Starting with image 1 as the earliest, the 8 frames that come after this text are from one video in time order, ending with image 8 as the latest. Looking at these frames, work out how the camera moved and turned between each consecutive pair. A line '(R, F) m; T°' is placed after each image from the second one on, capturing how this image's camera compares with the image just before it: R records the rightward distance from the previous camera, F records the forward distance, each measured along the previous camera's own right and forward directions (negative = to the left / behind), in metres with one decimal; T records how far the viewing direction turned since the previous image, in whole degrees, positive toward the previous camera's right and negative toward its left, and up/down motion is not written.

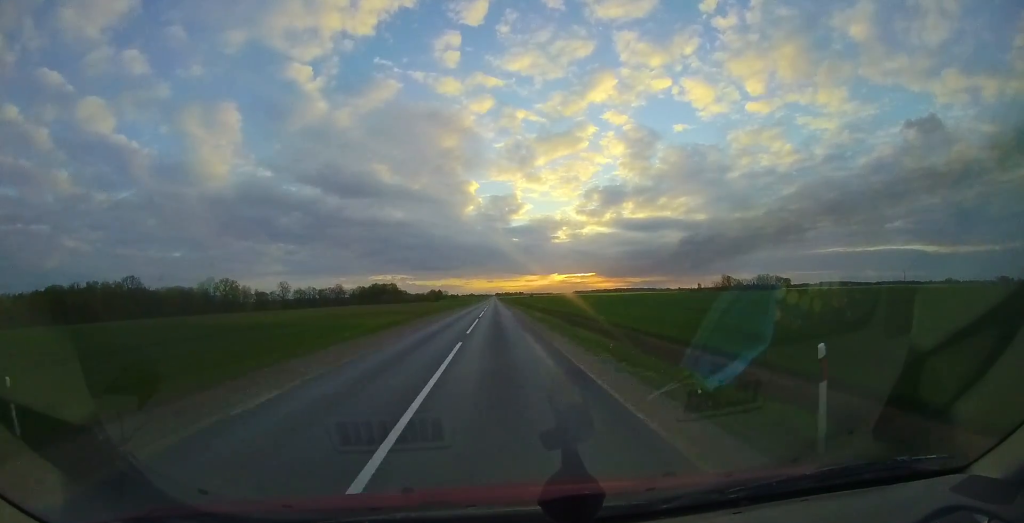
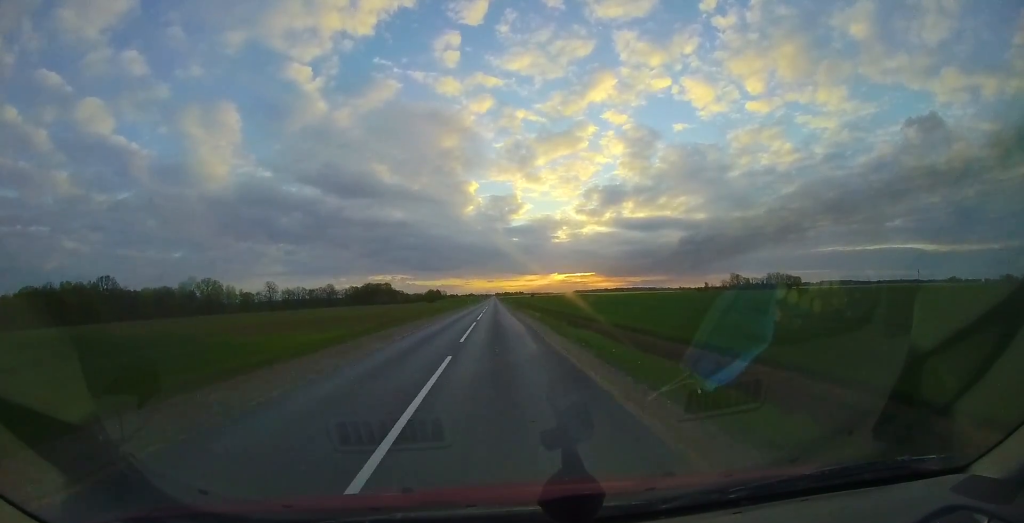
(+0.1, +14.9) m; 0°
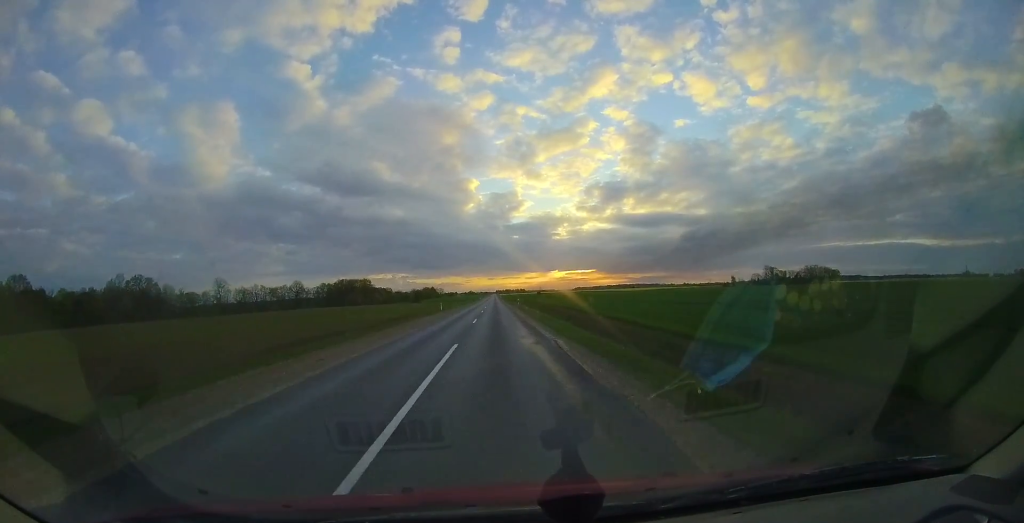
(-0.2, +45.6) m; -1°
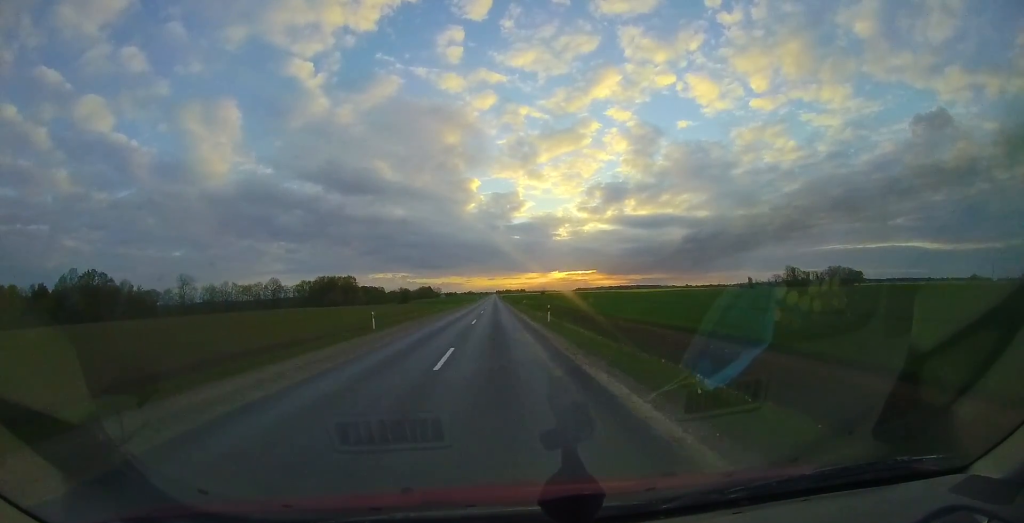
(-0.1, +24.8) m; -1°
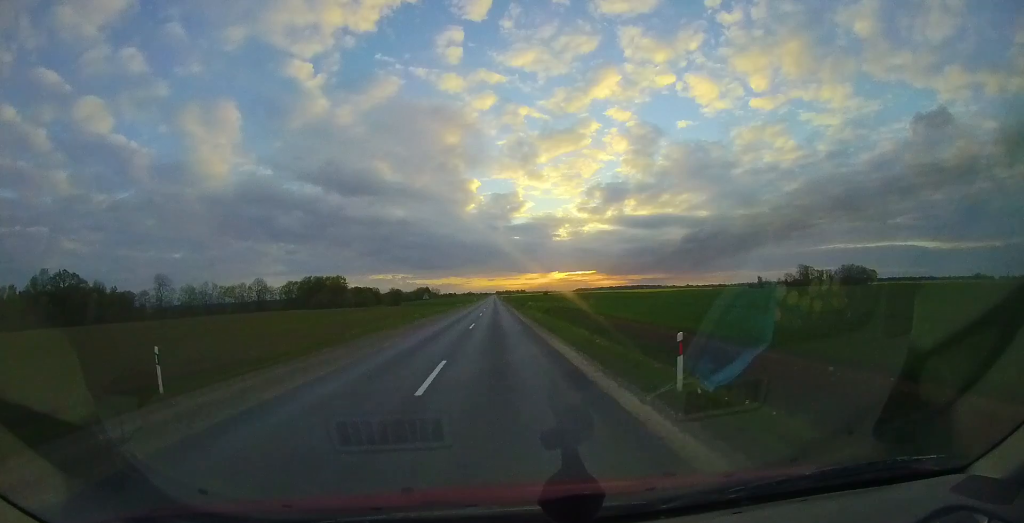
(0.0, +13.7) m; 0°
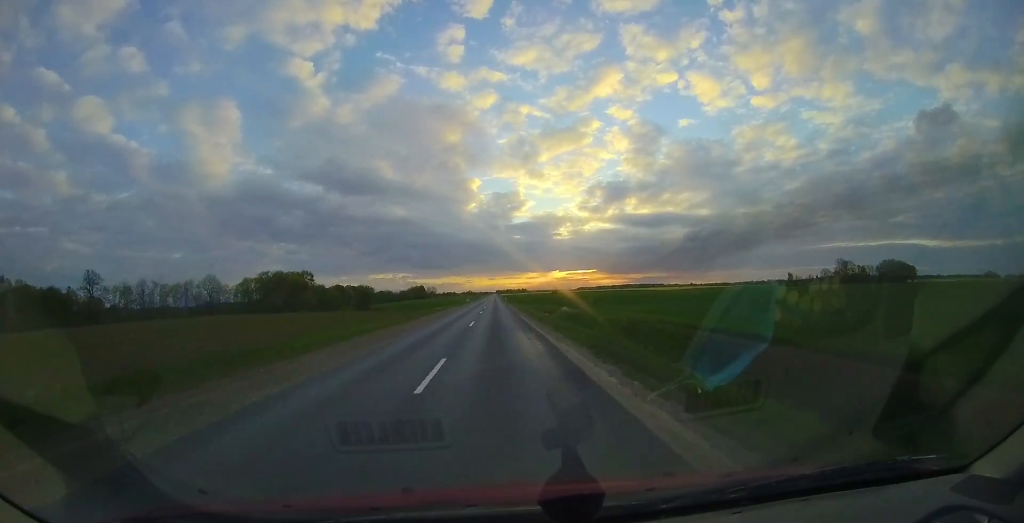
(0.0, +36.8) m; 0°
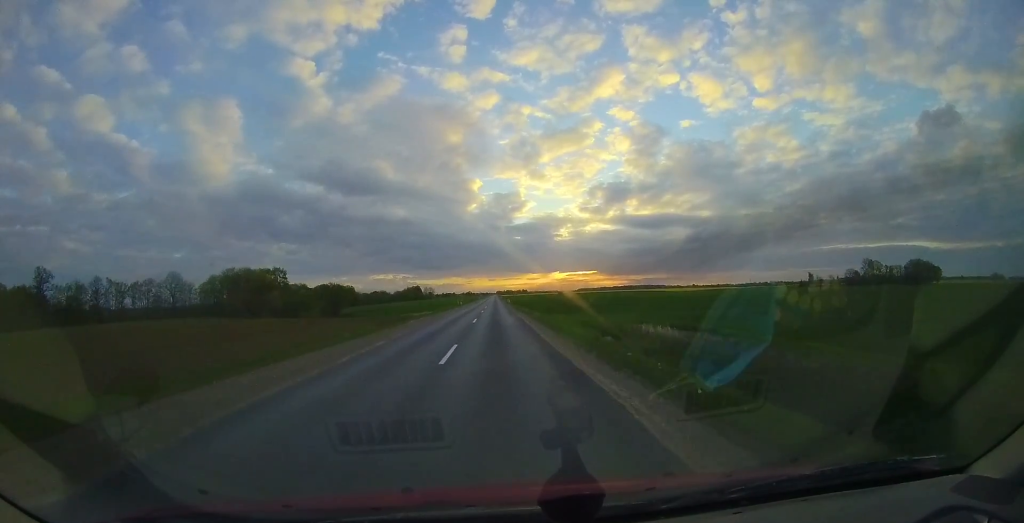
(+0.2, +21.2) m; 0°
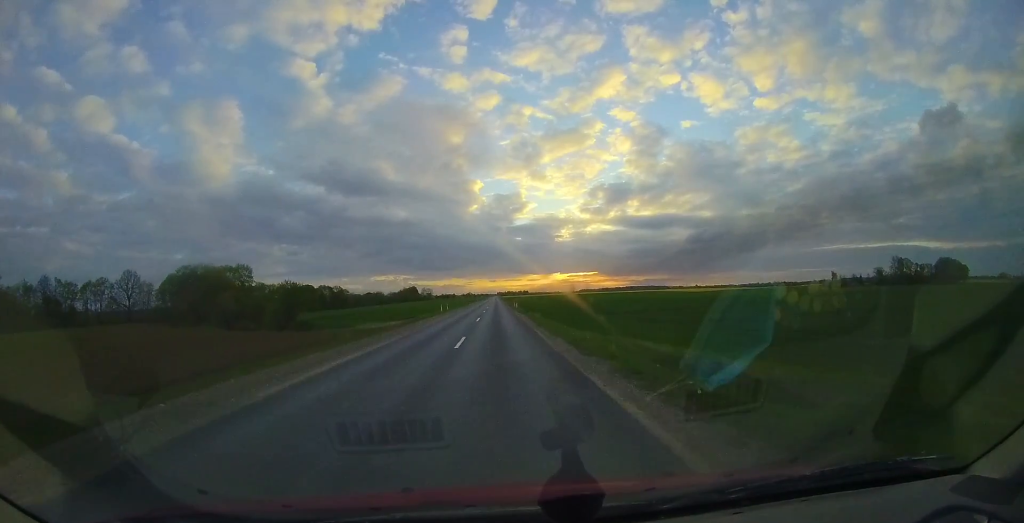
(-0.3, +21.7) m; 0°
